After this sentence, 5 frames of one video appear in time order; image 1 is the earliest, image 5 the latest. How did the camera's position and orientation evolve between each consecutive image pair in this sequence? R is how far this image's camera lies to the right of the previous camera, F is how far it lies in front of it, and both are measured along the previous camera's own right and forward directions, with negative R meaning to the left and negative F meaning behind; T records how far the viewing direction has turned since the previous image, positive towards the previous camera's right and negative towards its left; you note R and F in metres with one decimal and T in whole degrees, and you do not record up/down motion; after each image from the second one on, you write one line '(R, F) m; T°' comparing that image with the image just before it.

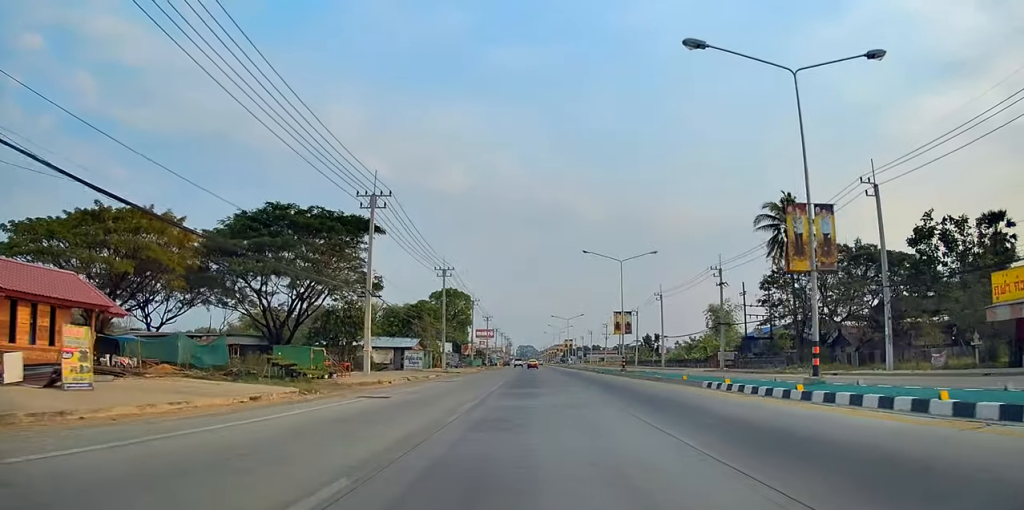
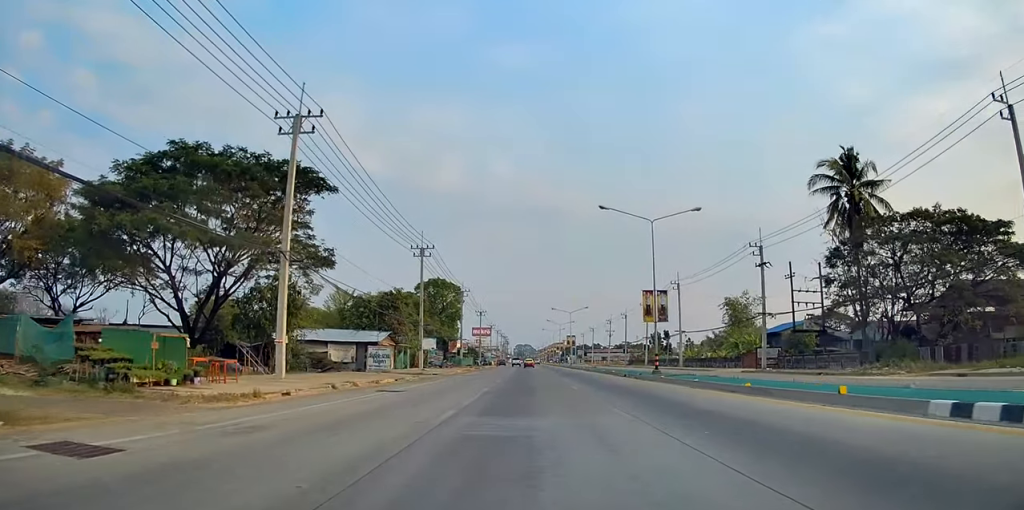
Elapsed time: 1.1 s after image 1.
(+0.3, +15.0) m; 0°
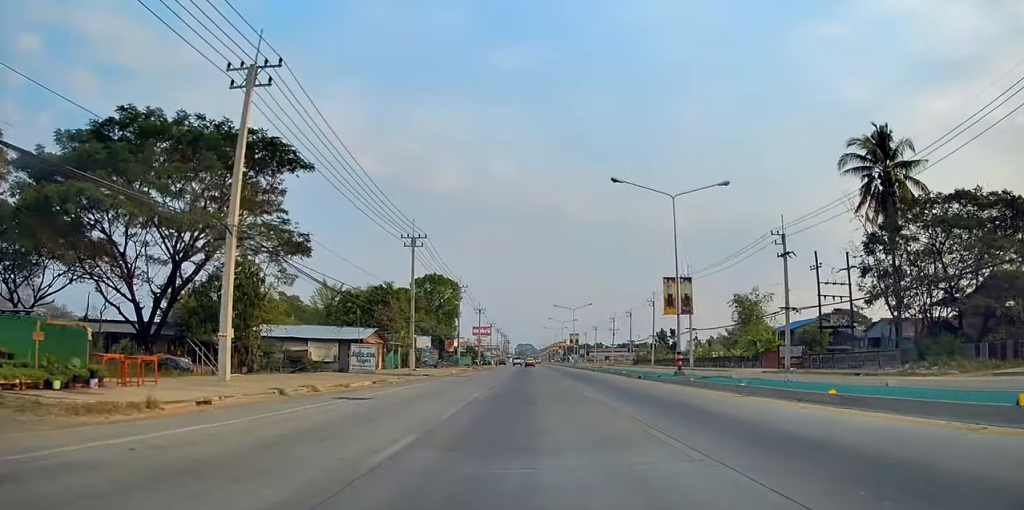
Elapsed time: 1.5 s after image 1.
(-0.3, +5.8) m; 0°
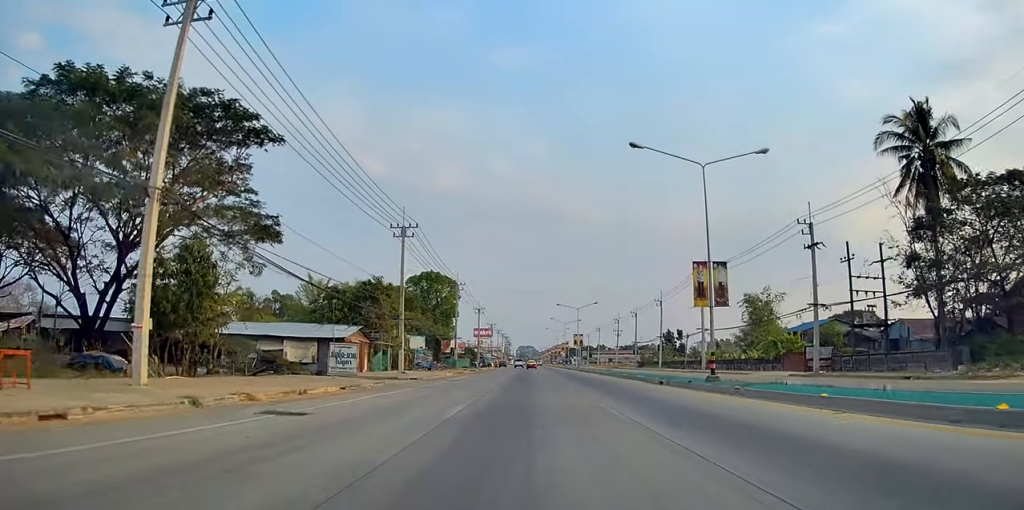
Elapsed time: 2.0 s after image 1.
(0.0, +5.9) m; 0°
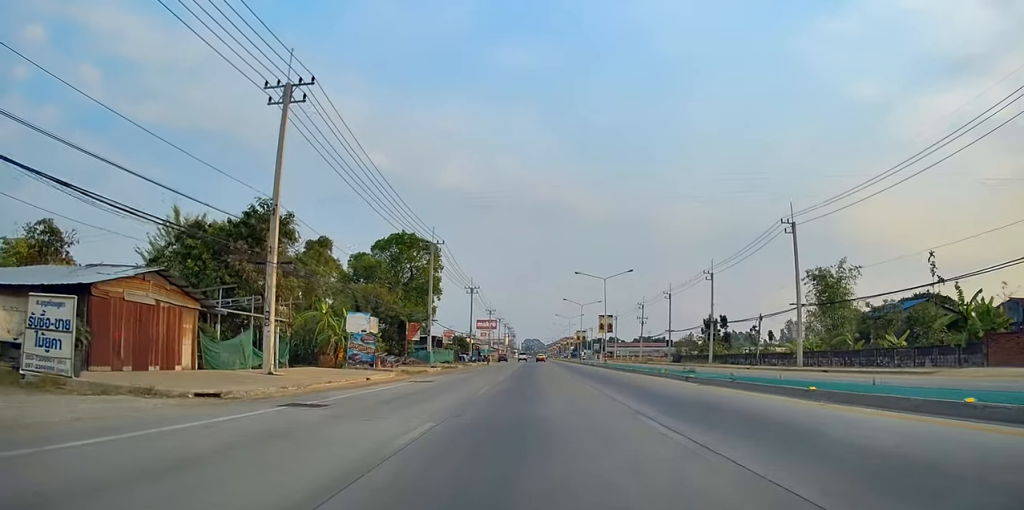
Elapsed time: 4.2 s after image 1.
(+0.1, +30.2) m; +1°
